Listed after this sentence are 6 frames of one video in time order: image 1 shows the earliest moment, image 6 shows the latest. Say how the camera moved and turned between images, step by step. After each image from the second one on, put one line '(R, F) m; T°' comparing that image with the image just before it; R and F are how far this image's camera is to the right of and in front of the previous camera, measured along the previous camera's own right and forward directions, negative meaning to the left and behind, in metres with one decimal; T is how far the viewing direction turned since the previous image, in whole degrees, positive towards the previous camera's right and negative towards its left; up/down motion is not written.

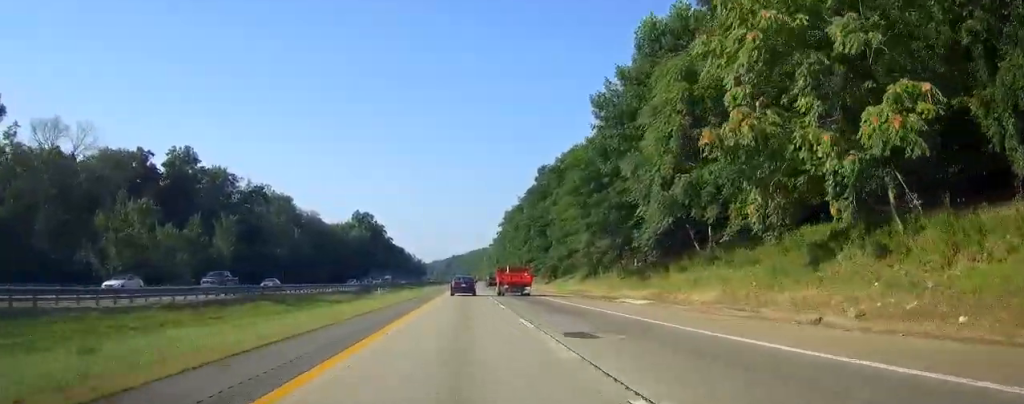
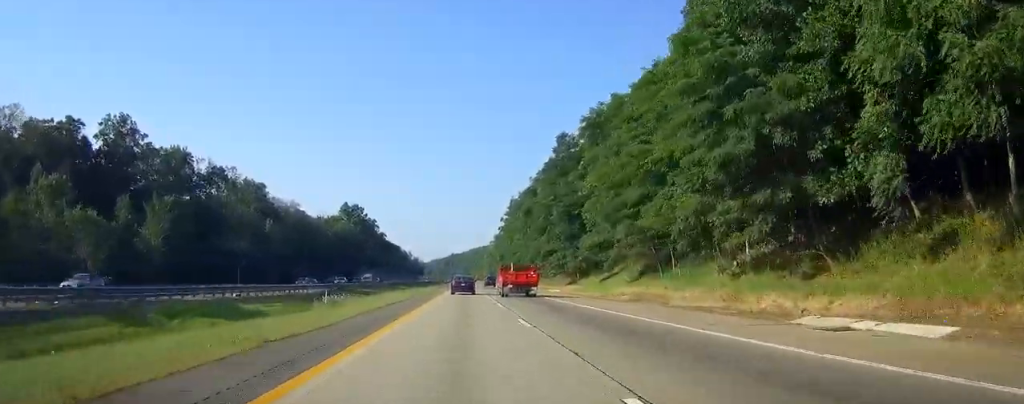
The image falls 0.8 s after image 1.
(0.0, +24.9) m; 0°
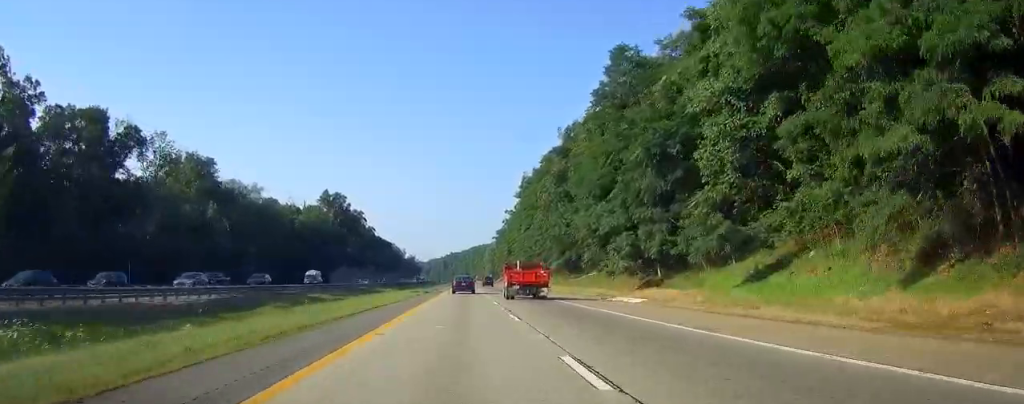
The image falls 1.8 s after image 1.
(0.0, +34.9) m; 0°
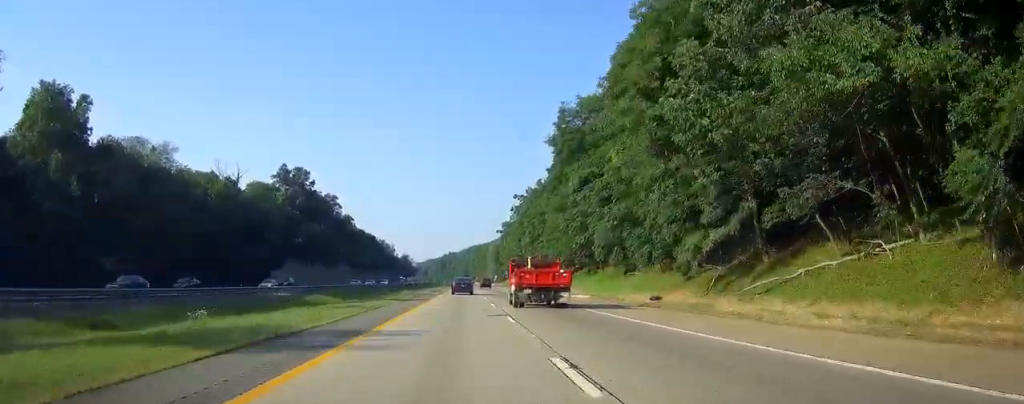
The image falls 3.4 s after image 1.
(-0.1, +50.4) m; 0°
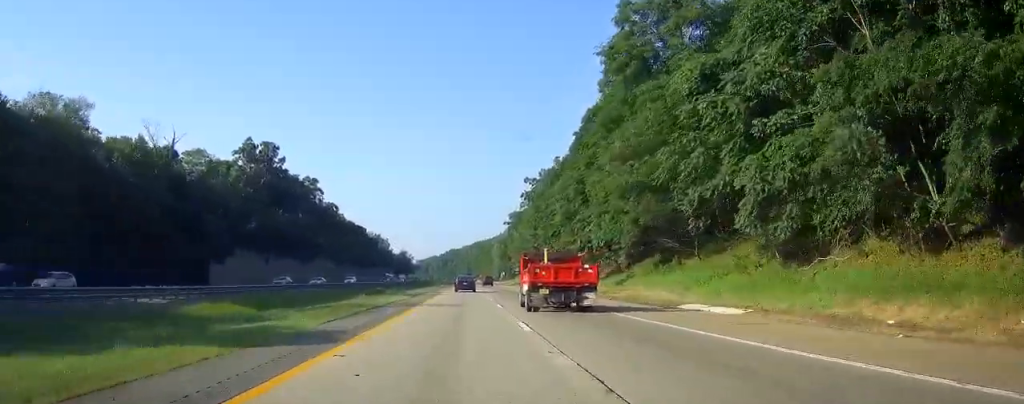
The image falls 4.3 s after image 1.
(-0.1, +29.7) m; 0°
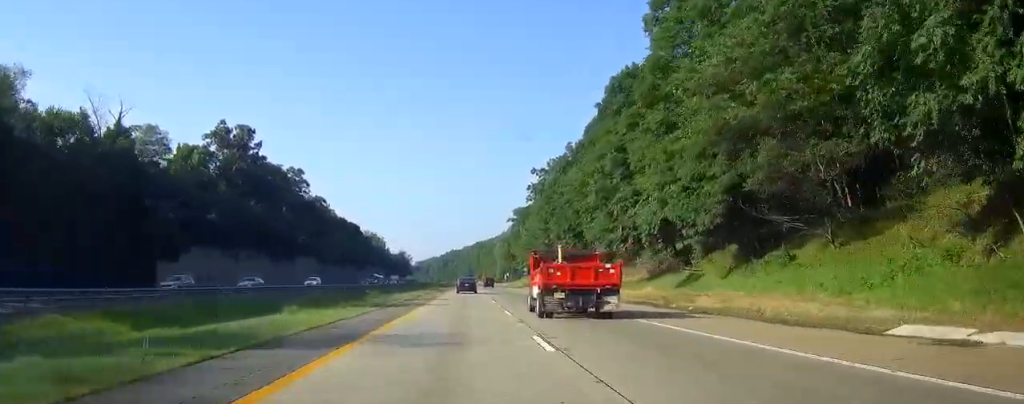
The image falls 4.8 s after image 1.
(0.0, +16.5) m; 0°
